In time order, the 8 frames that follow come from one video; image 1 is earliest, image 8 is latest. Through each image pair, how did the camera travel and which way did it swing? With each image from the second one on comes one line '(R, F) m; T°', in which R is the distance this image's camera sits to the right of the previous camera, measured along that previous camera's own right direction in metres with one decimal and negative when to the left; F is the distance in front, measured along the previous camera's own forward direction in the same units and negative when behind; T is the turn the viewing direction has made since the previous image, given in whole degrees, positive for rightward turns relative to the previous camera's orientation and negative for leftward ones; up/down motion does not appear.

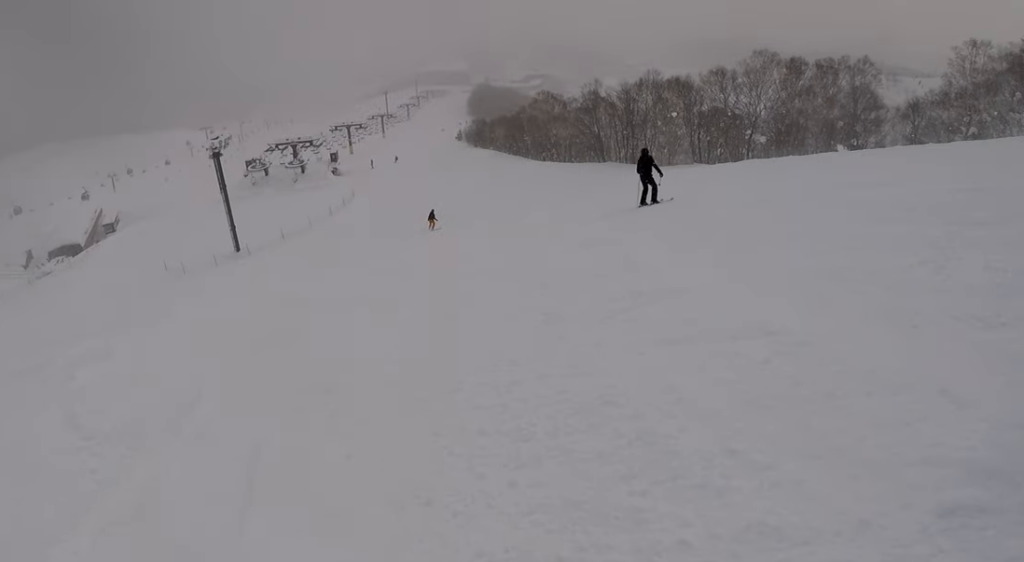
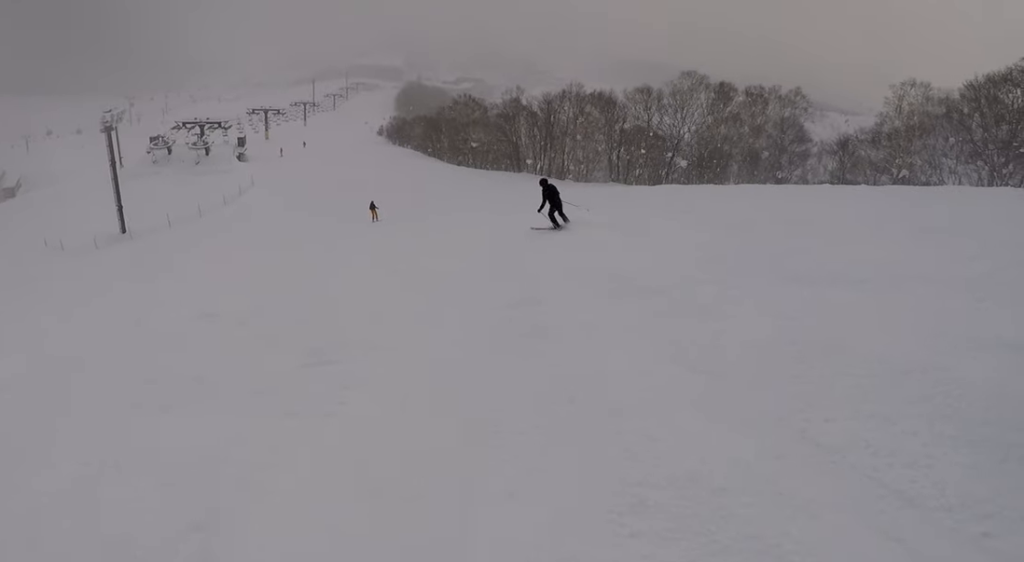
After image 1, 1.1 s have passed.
(+1.1, +5.2) m; +10°
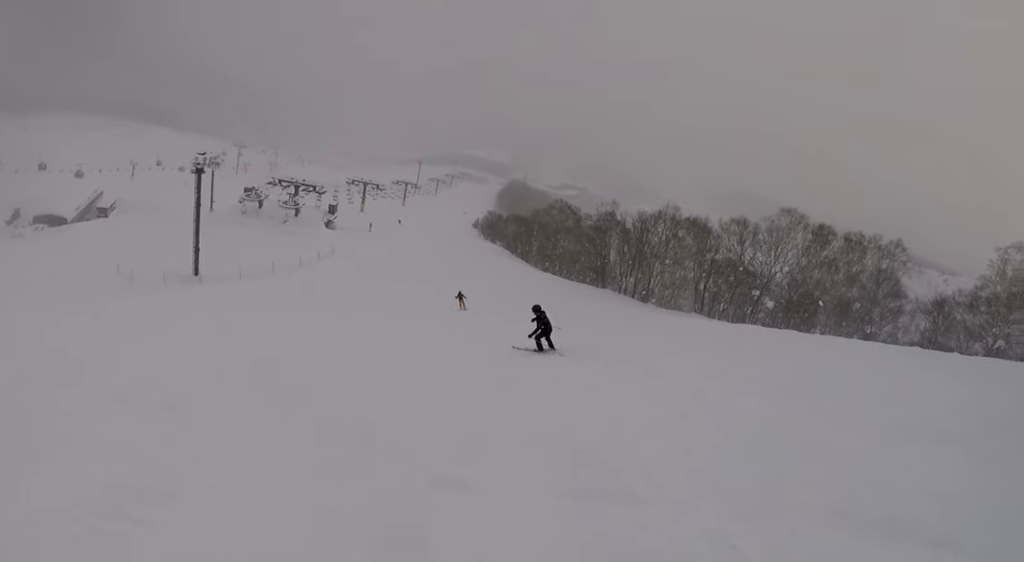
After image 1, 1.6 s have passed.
(+0.7, +2.7) m; -9°
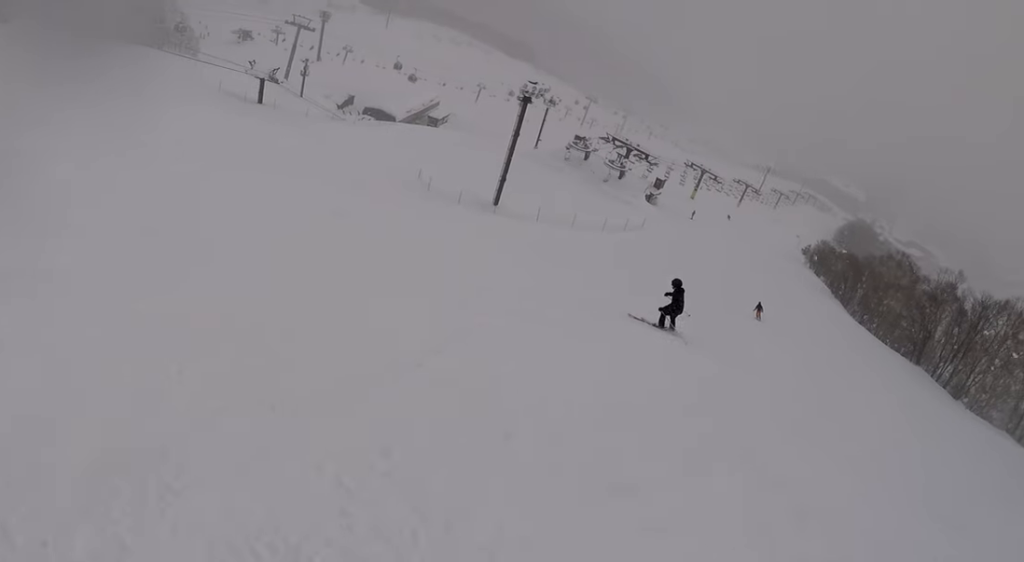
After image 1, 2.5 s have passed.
(-1.6, +3.7) m; -31°
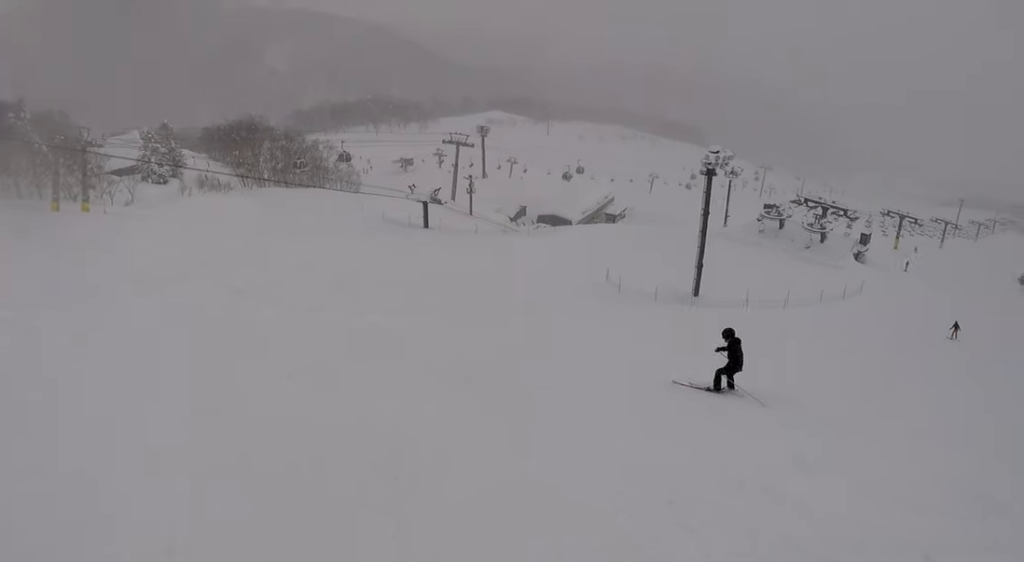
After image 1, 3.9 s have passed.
(-1.7, +7.7) m; -11°
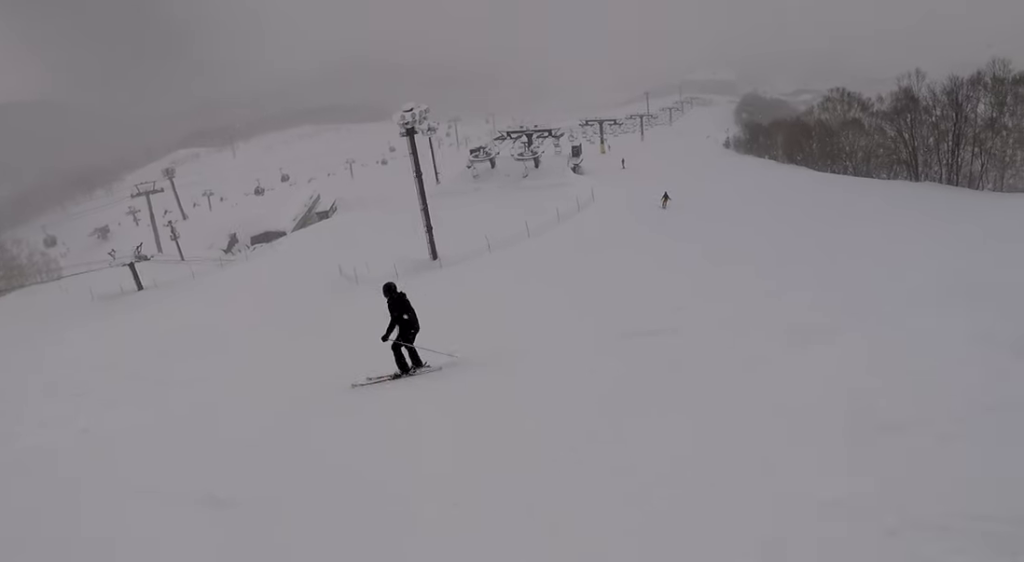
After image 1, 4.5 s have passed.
(0.0, +3.9) m; +9°
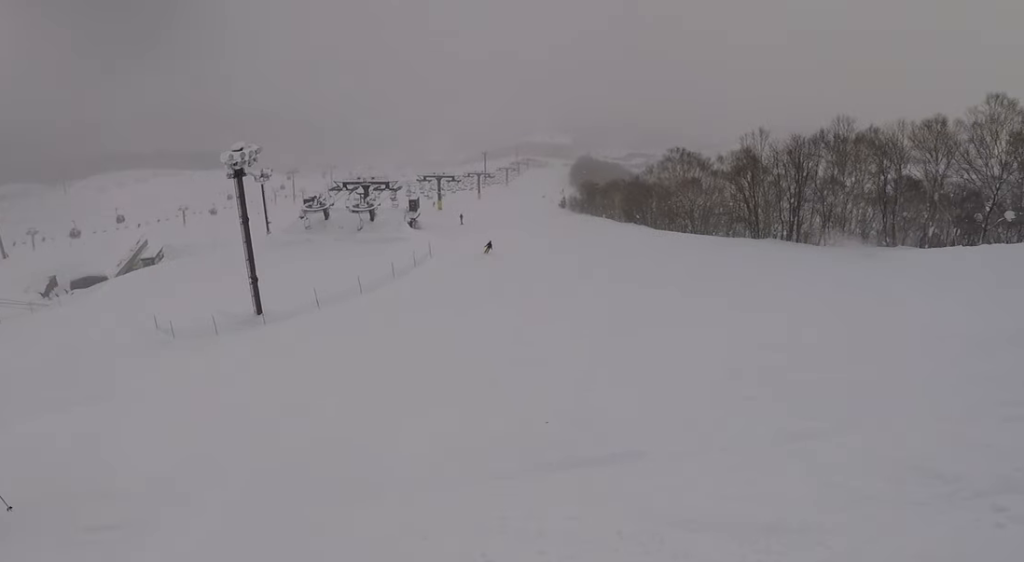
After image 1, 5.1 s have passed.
(+0.5, +4.5) m; +12°
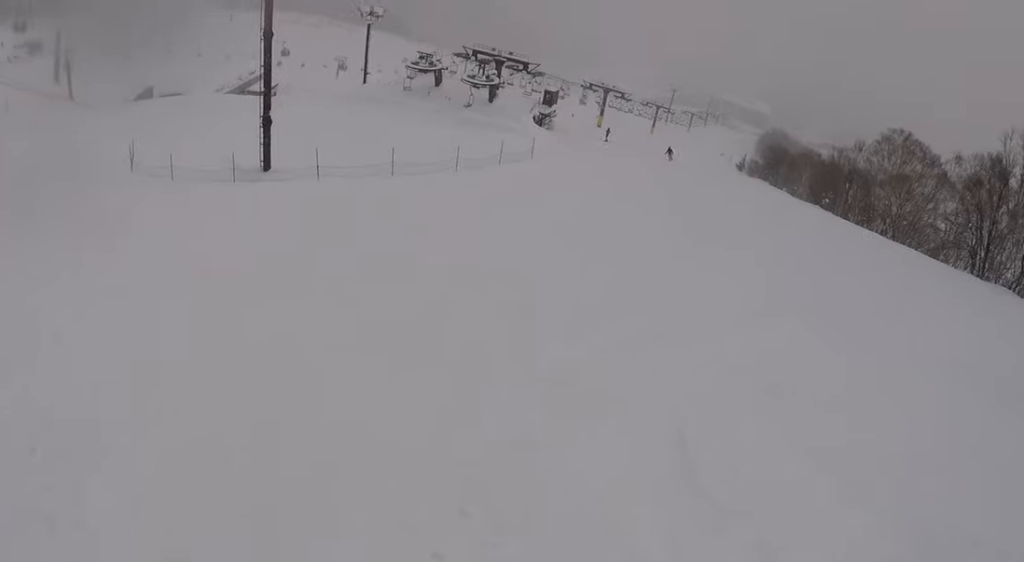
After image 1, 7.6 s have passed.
(+2.8, +20.7) m; +1°
